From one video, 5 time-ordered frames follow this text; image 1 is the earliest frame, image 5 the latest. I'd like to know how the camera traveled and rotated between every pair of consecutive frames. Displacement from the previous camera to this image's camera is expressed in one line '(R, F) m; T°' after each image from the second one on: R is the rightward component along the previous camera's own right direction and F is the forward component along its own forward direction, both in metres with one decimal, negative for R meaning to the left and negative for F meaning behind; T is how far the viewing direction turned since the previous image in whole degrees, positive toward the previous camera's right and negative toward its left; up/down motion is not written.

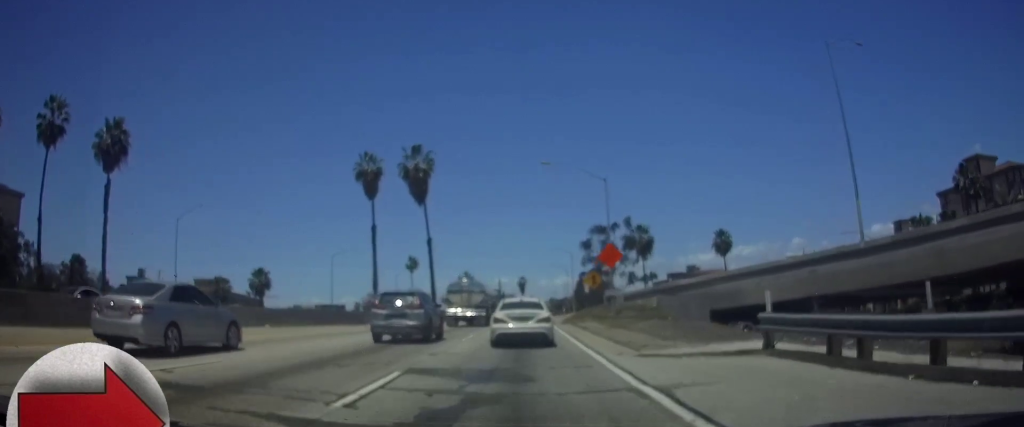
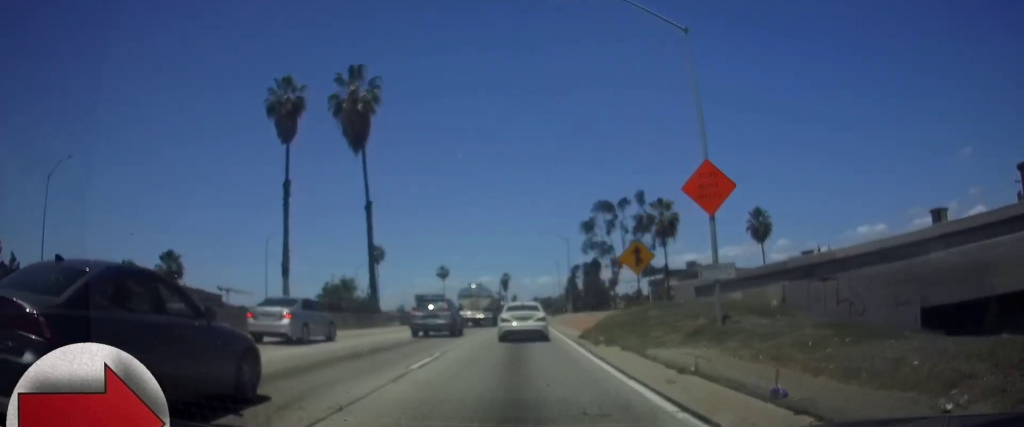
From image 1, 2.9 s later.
(-0.2, +25.6) m; -1°
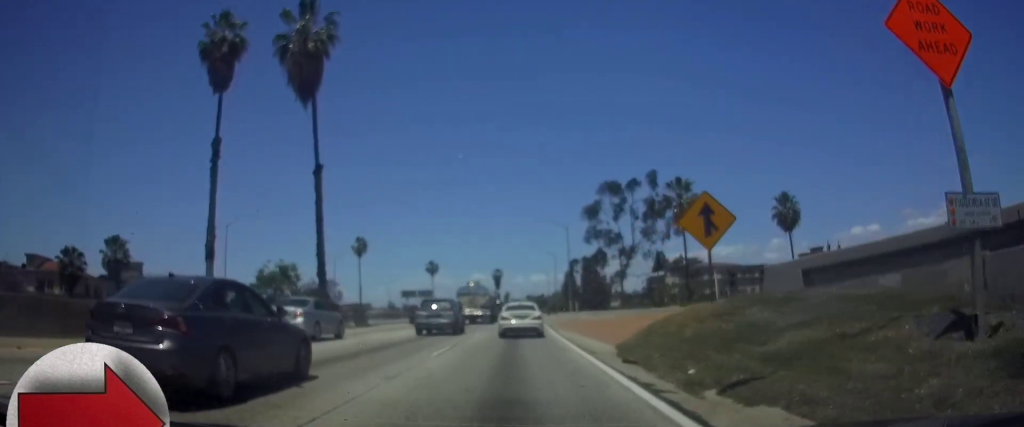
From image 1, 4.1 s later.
(0.0, +11.6) m; 0°
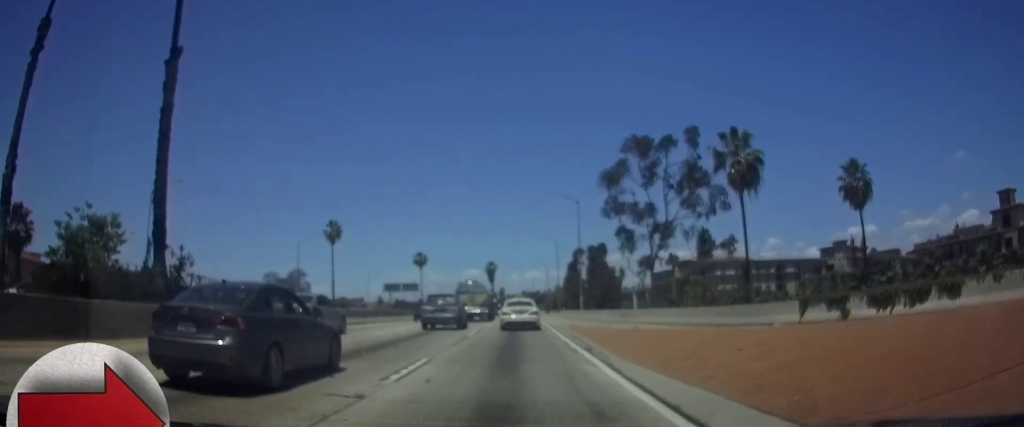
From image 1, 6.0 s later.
(+0.3, +17.5) m; +1°
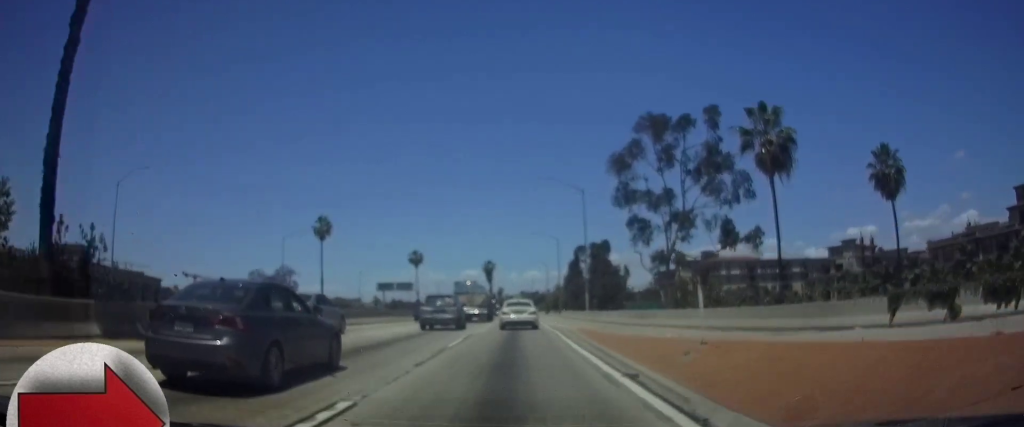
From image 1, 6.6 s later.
(0.0, +6.0) m; 0°
